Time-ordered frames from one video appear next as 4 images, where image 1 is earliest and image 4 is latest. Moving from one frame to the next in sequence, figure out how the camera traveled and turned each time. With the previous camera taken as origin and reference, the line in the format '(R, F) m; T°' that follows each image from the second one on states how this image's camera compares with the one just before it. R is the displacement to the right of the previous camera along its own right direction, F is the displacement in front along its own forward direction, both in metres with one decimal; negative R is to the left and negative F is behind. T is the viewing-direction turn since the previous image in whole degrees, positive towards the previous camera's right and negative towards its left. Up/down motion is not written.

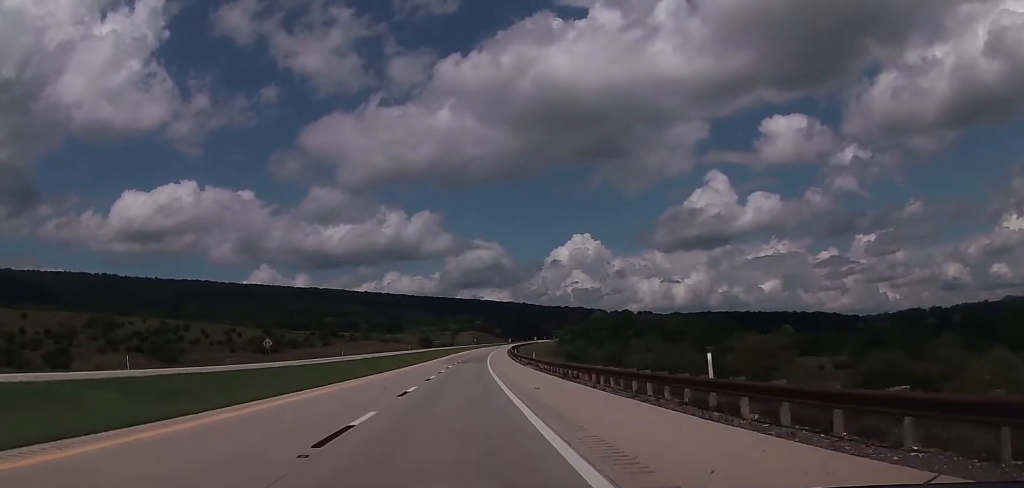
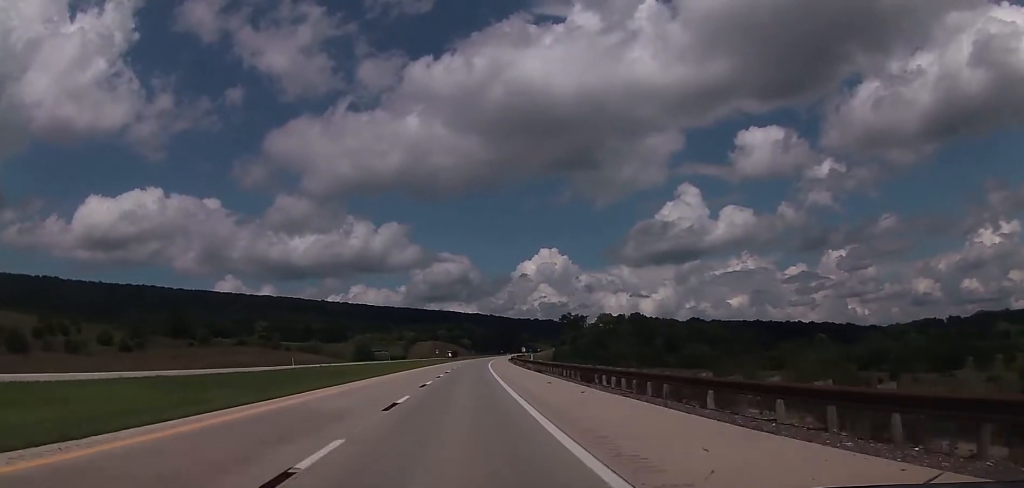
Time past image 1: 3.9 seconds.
(+2.4, +127.7) m; +2°
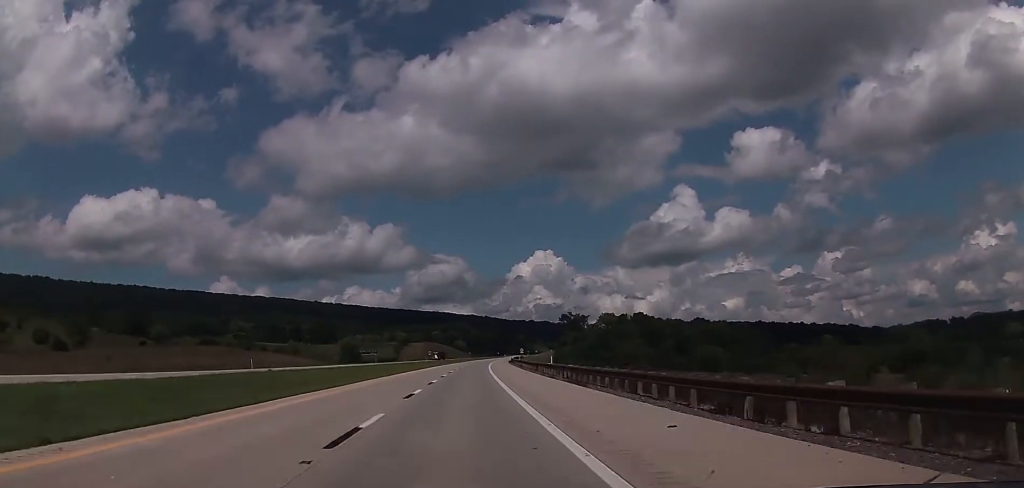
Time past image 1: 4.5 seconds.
(+0.2, +19.7) m; 0°
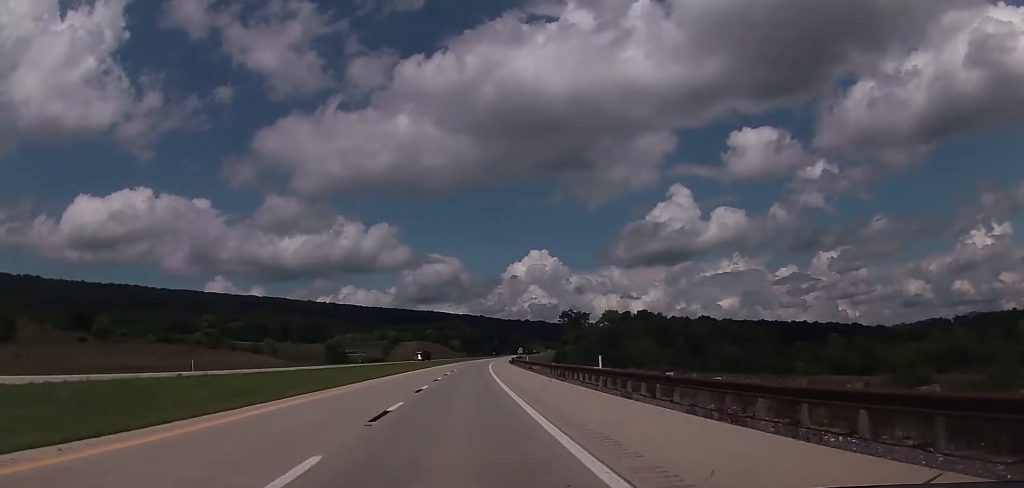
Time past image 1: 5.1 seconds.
(0.0, +19.7) m; 0°
